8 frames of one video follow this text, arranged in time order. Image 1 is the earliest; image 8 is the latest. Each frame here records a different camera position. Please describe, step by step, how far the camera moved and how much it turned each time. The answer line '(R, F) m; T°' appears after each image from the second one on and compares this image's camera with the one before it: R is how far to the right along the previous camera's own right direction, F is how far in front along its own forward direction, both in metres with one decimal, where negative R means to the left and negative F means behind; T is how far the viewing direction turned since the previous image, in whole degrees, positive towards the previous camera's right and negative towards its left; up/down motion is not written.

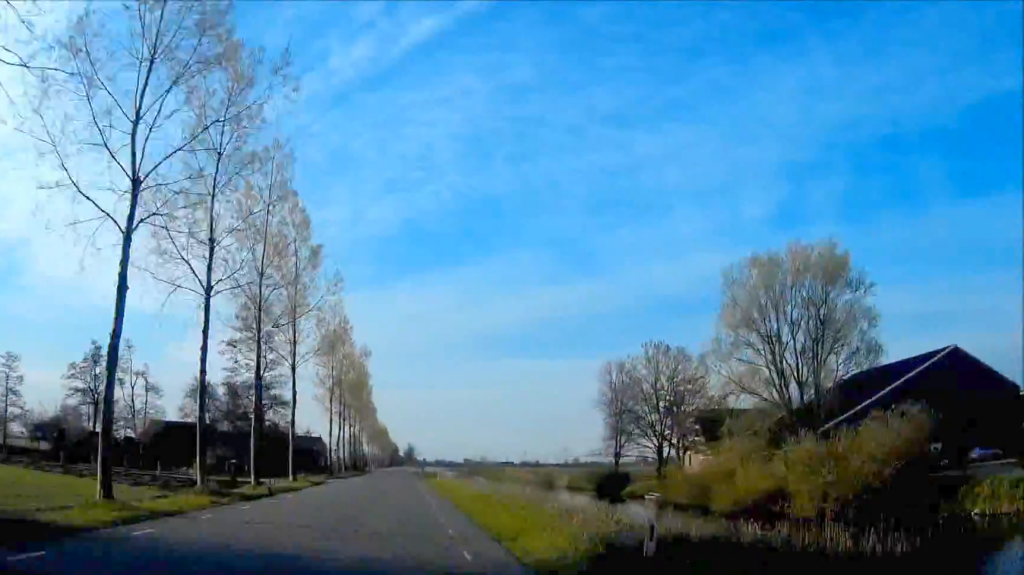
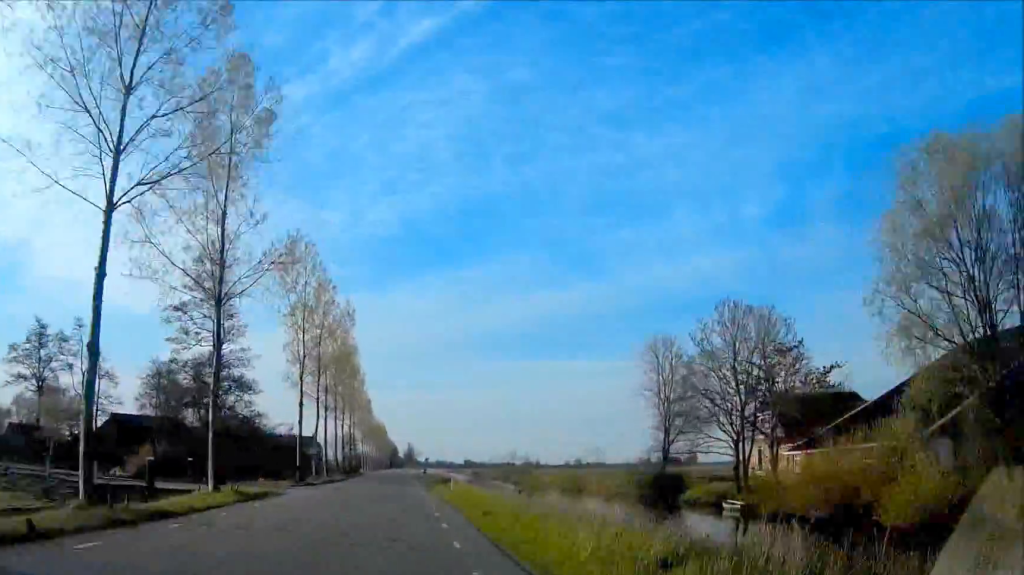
(0.0, +18.2) m; 0°
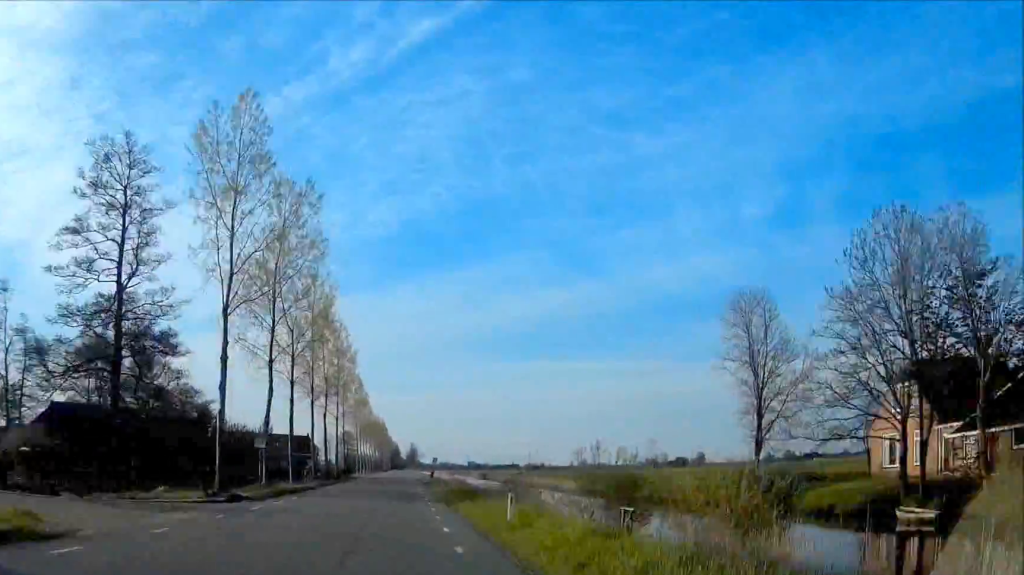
(0.0, +20.7) m; 0°
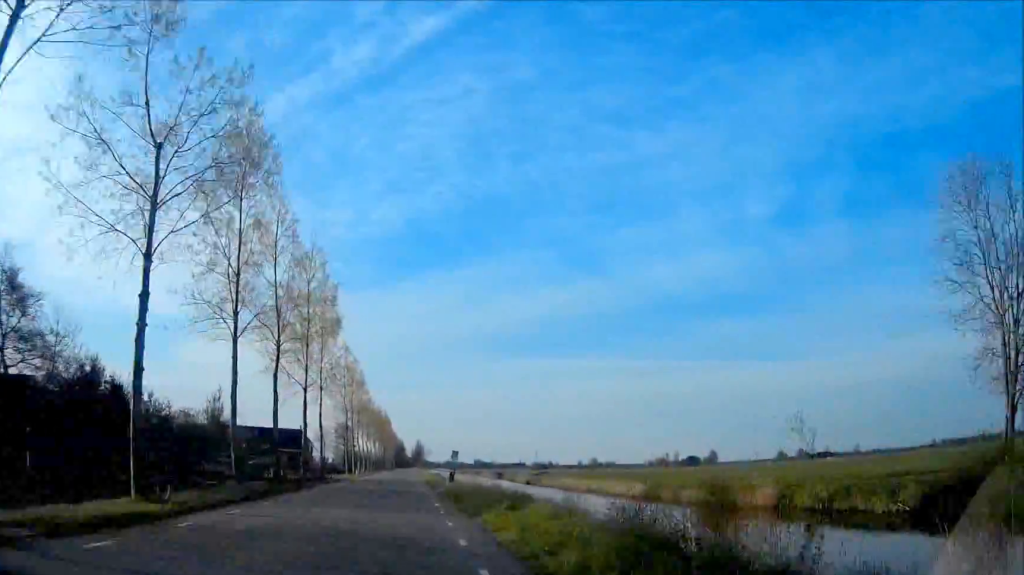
(-0.1, +27.2) m; 0°
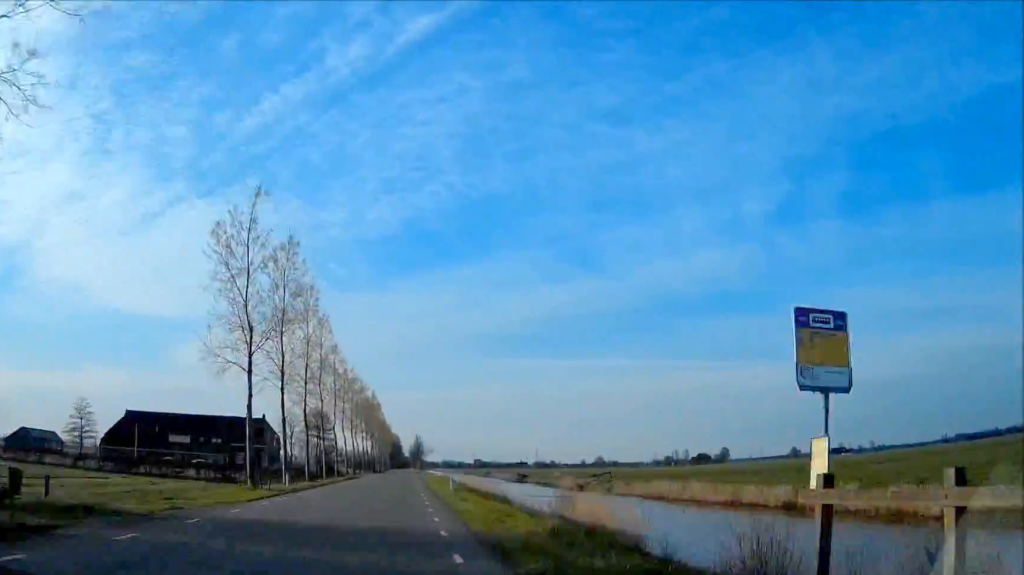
(+0.1, +50.4) m; 0°
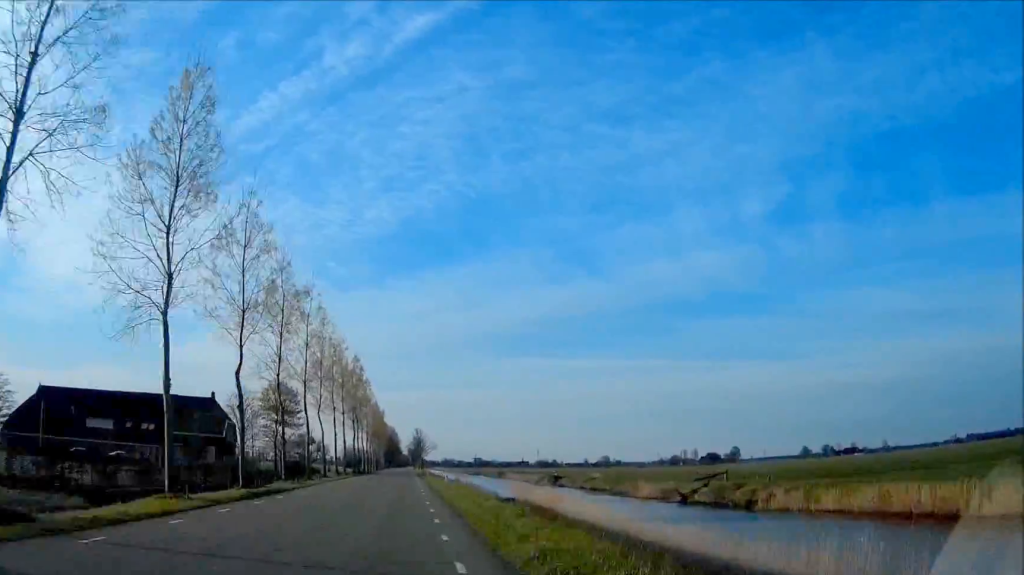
(0.0, +41.4) m; 0°
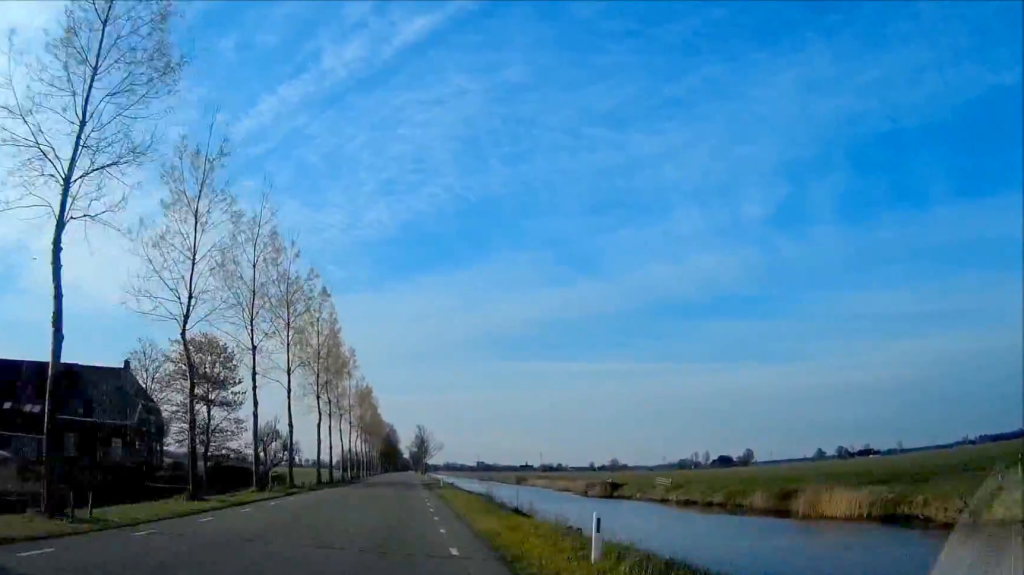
(0.0, +37.6) m; 0°
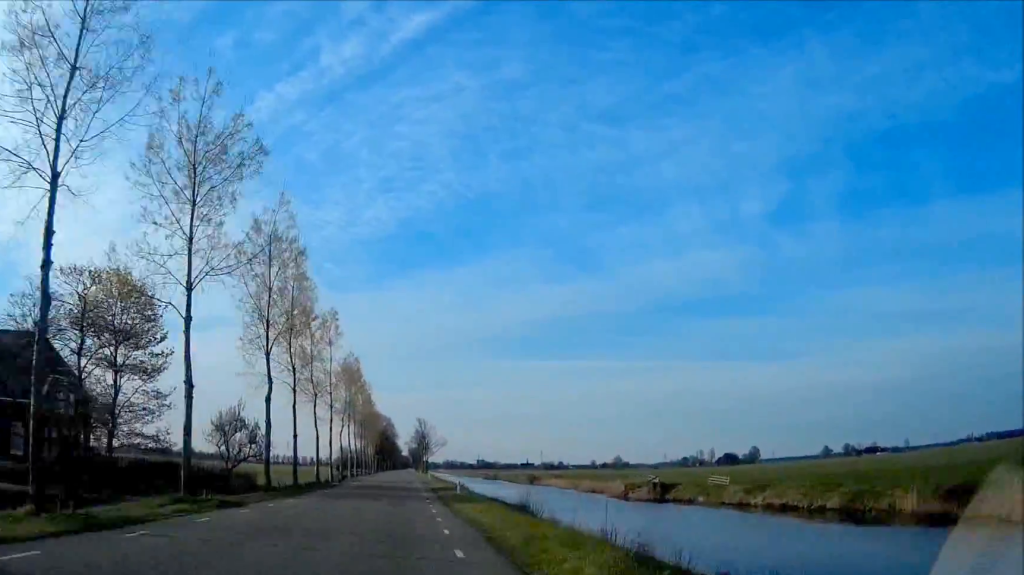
(0.0, +20.7) m; 0°
